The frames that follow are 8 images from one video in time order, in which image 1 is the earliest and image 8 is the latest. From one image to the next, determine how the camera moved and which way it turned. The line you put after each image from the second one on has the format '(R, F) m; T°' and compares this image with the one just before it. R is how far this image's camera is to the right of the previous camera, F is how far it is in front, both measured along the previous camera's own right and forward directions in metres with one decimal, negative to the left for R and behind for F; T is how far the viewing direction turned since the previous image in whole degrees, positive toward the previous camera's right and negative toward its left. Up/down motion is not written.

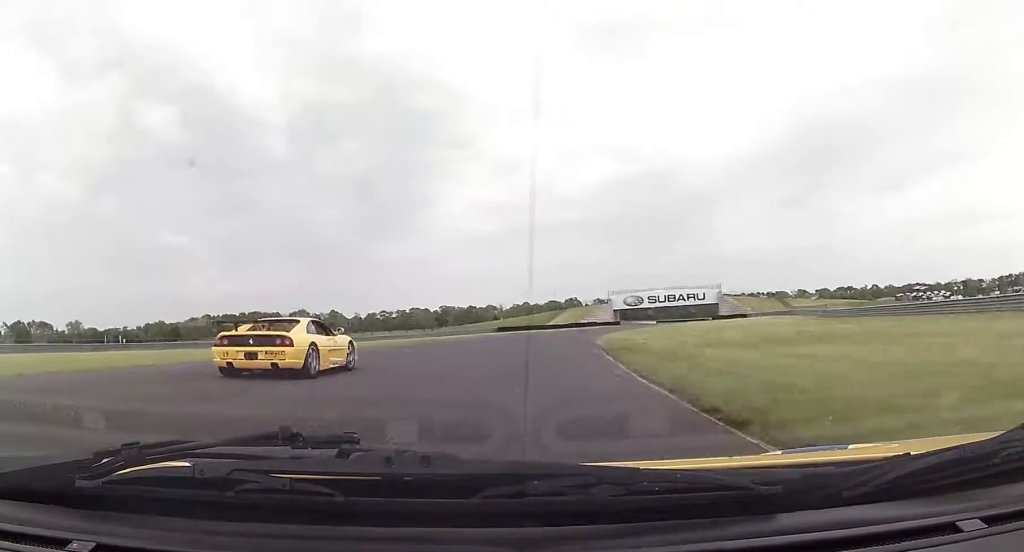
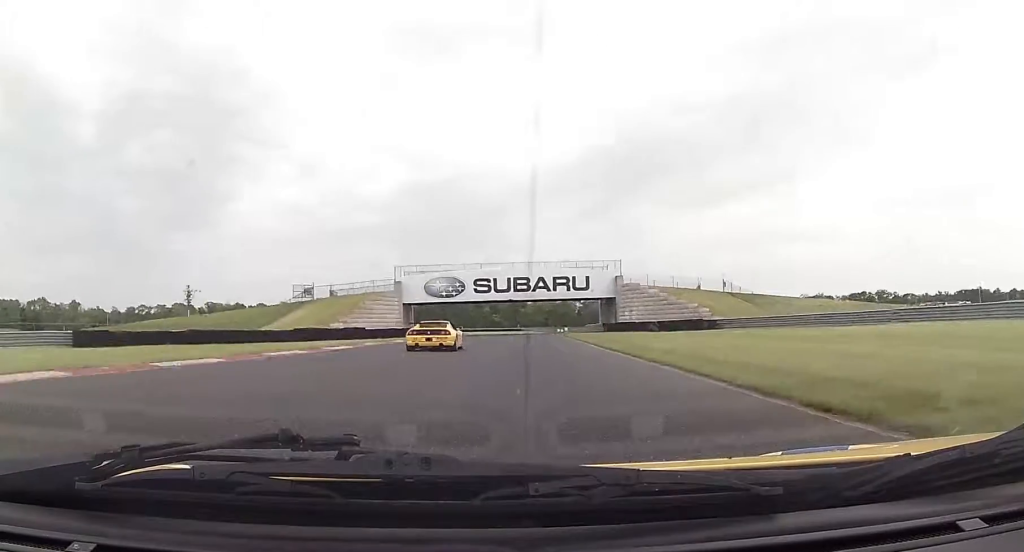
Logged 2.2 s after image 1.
(+11.6, +78.0) m; +16°
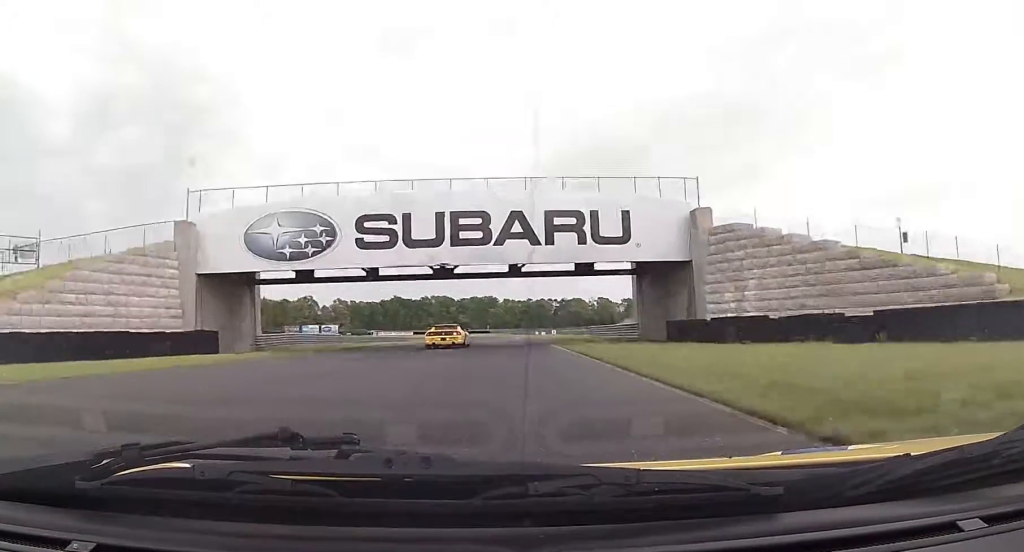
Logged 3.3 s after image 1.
(+2.3, +45.6) m; +7°
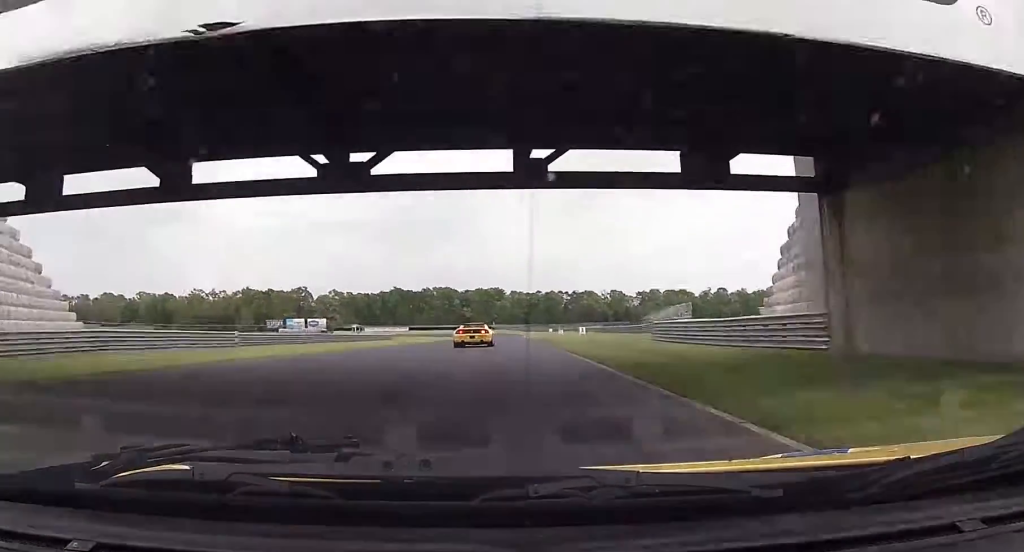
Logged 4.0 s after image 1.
(+1.5, +26.9) m; +2°
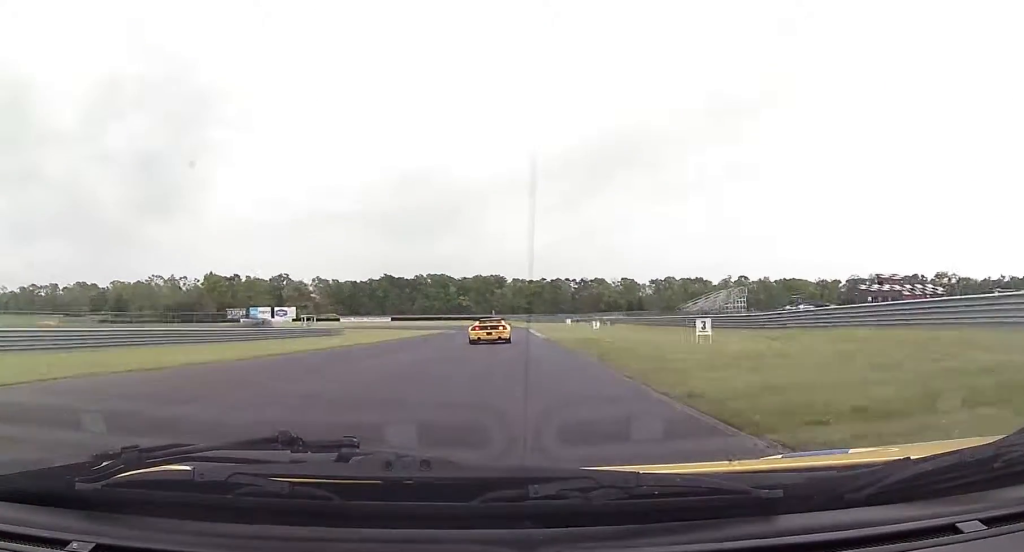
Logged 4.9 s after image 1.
(+0.4, +35.9) m; 0°
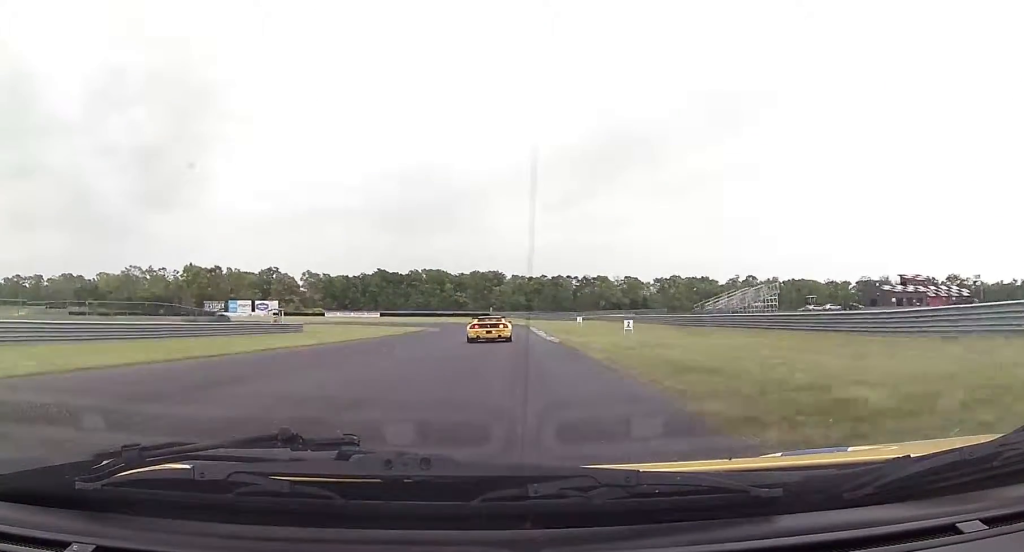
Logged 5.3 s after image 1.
(-0.2, +15.8) m; 0°
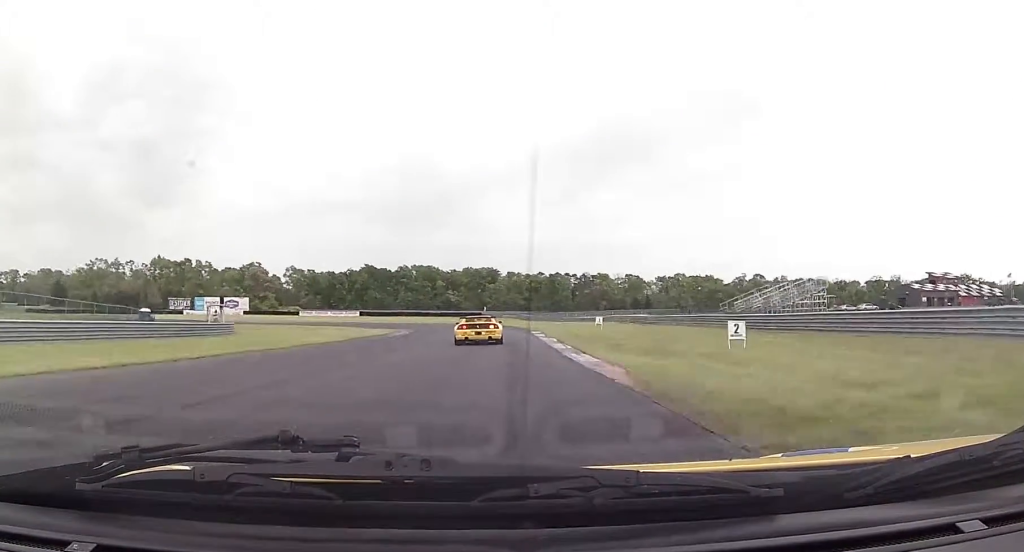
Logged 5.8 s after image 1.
(0.0, +19.0) m; 0°
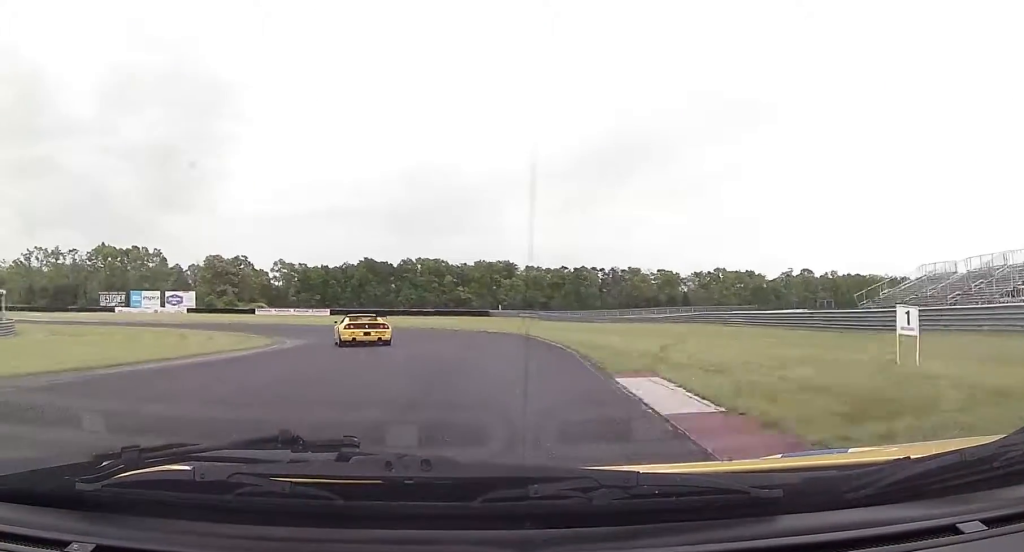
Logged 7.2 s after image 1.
(+0.4, +42.1) m; -3°
